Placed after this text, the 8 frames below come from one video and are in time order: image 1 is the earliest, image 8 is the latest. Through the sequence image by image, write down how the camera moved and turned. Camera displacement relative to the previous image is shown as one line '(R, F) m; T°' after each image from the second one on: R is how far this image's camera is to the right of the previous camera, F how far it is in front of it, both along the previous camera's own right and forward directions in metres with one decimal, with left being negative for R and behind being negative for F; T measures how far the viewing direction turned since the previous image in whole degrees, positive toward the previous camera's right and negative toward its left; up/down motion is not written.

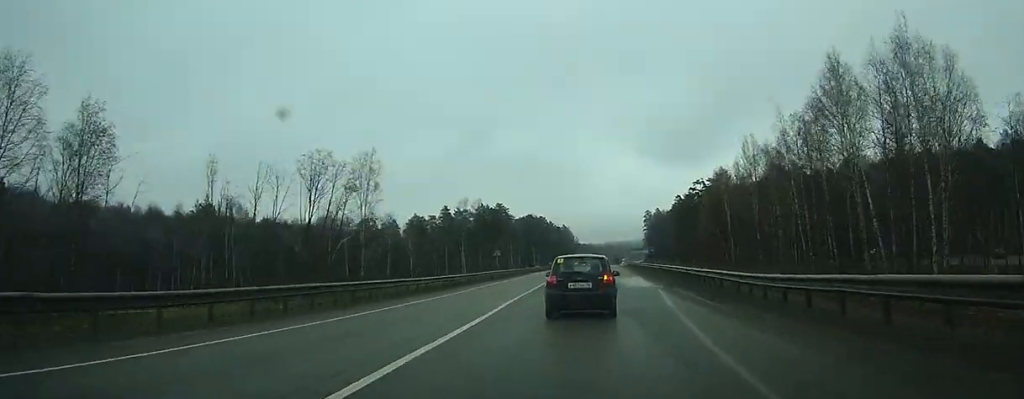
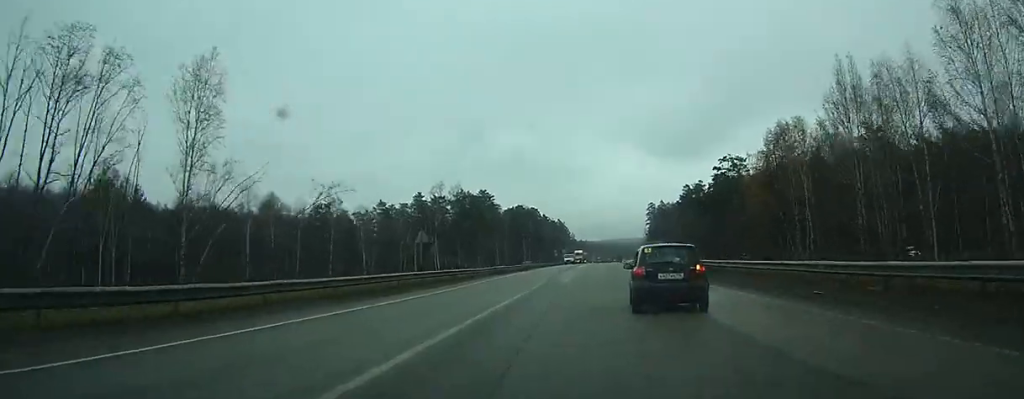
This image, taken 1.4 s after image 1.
(+0.1, +30.0) m; +1°
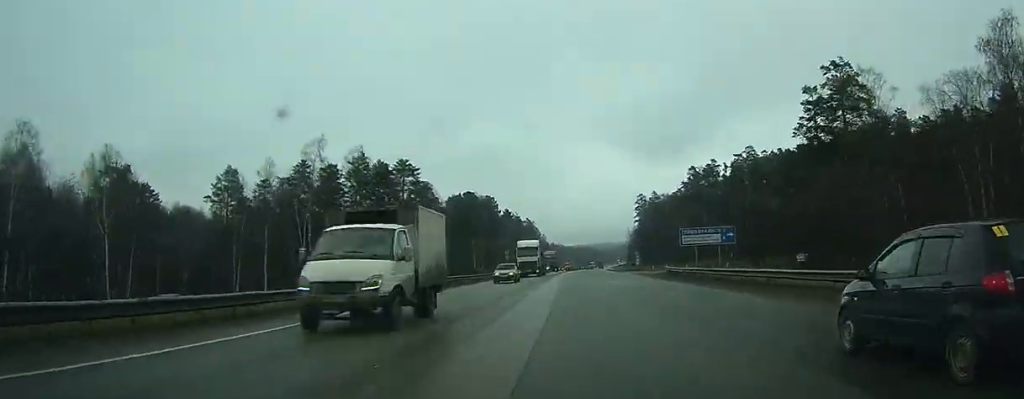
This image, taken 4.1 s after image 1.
(+0.8, +57.8) m; +1°
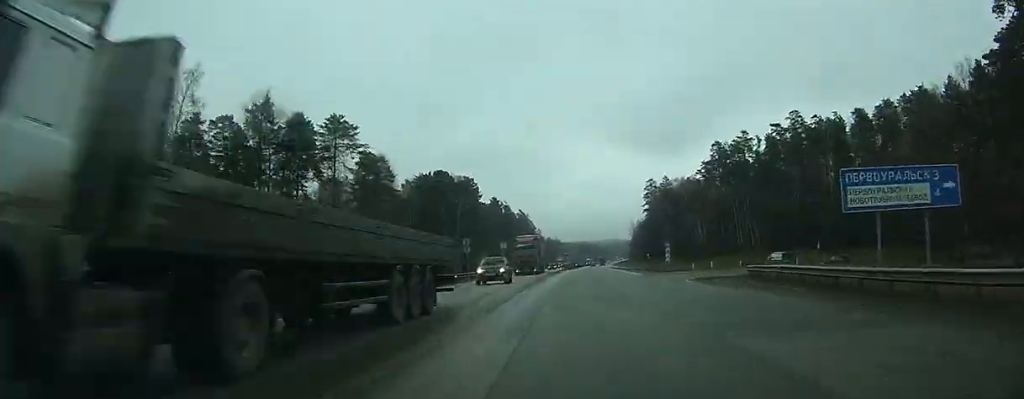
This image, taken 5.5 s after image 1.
(-0.1, +31.1) m; 0°
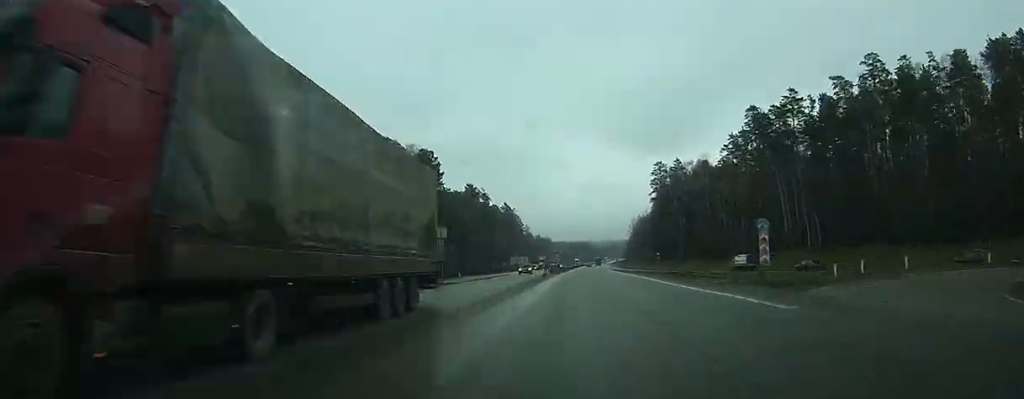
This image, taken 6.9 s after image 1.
(0.0, +33.5) m; 0°
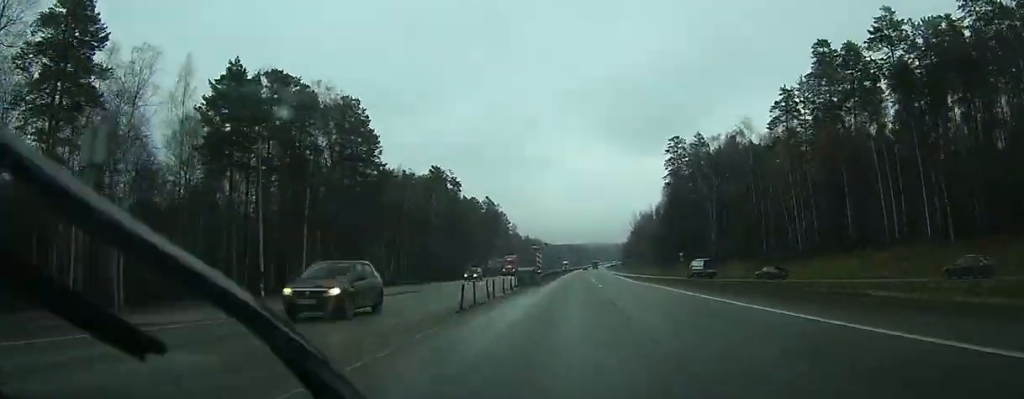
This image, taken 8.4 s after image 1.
(0.0, +34.9) m; 0°
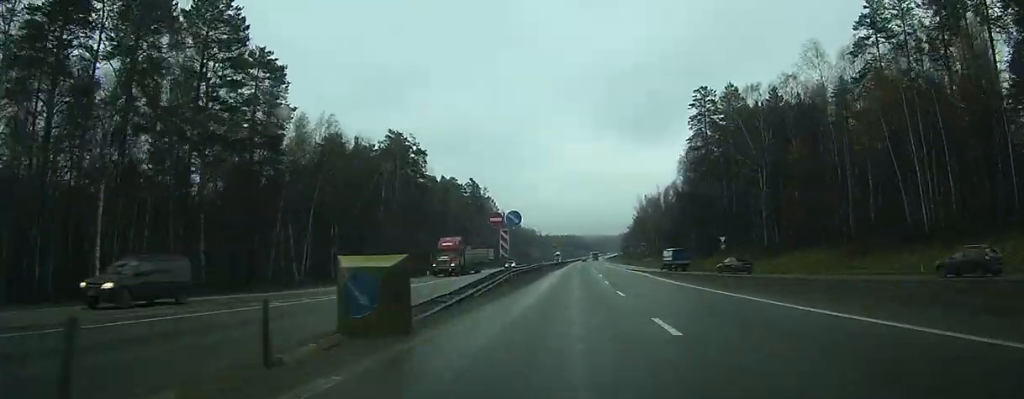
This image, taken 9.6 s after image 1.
(+0.1, +31.1) m; 0°
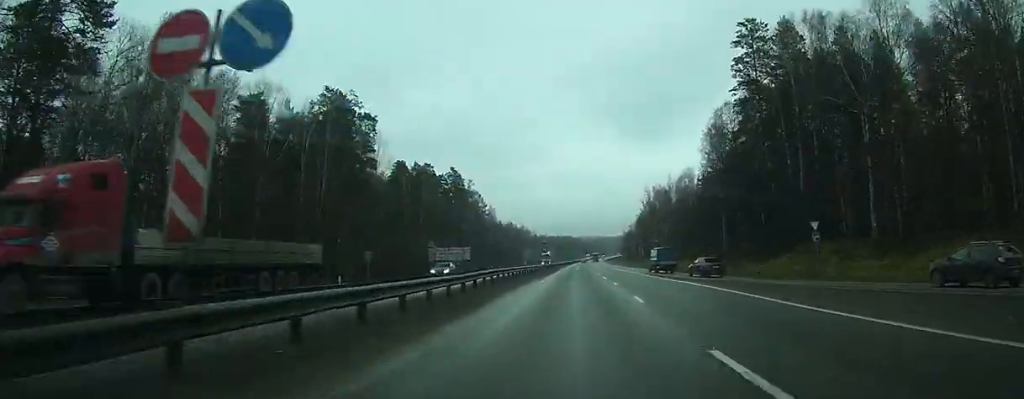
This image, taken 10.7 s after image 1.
(+0.1, +29.6) m; 0°
